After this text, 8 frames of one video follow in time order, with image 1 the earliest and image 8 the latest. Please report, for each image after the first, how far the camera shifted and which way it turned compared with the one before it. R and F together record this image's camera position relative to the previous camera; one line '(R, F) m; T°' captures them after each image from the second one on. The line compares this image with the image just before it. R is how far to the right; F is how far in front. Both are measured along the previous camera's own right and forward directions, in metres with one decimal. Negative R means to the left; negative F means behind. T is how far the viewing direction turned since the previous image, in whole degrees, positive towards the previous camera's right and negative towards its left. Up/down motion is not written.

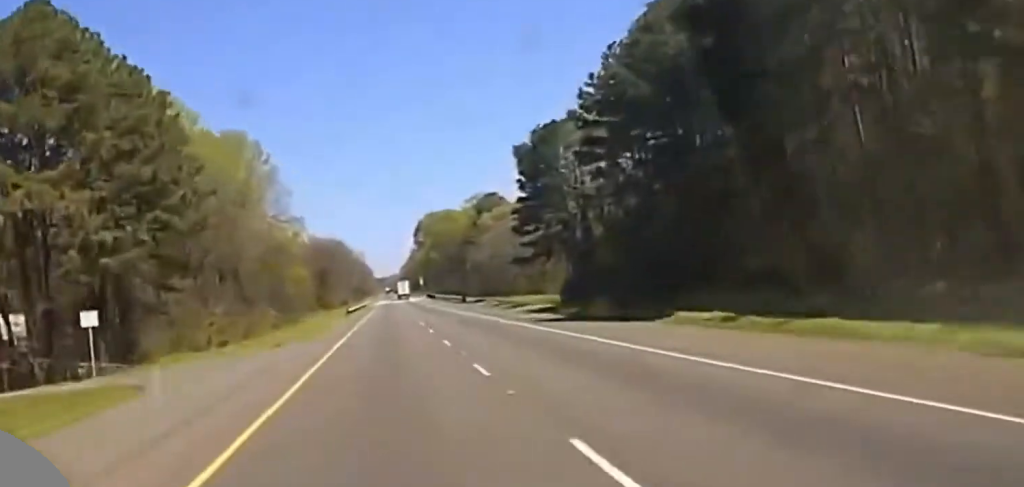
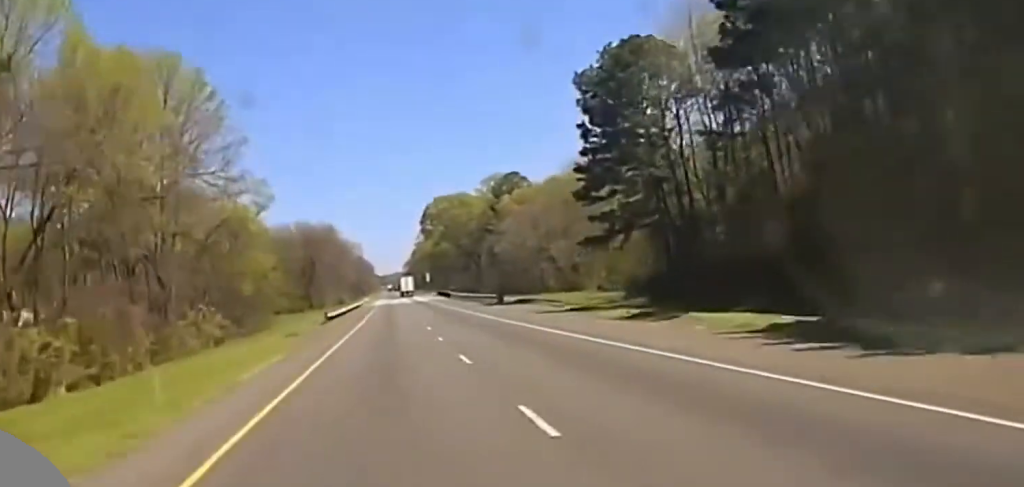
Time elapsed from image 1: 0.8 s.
(-0.2, +49.4) m; 0°
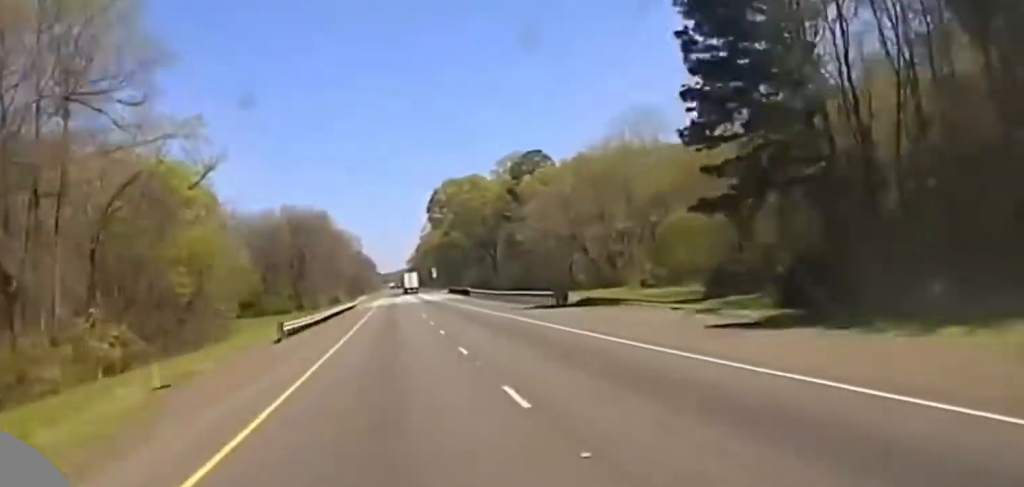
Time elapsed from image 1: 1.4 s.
(-0.1, +34.6) m; 0°
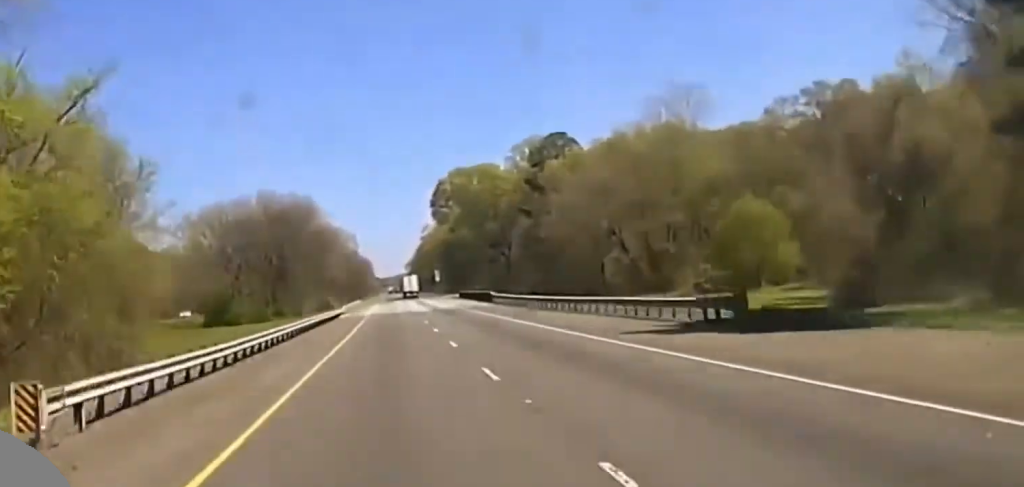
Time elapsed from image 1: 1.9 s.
(0.0, +28.1) m; 0°
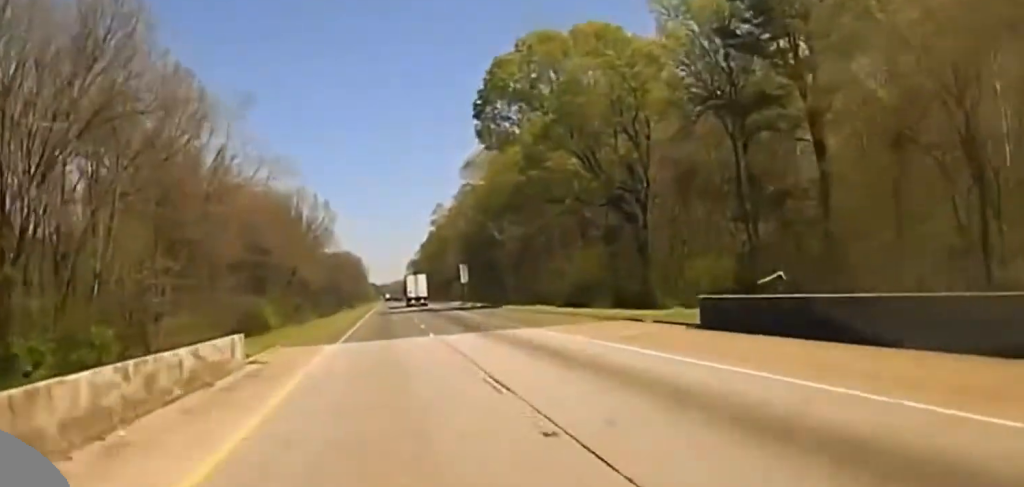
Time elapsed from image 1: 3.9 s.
(0.0, +108.8) m; 0°
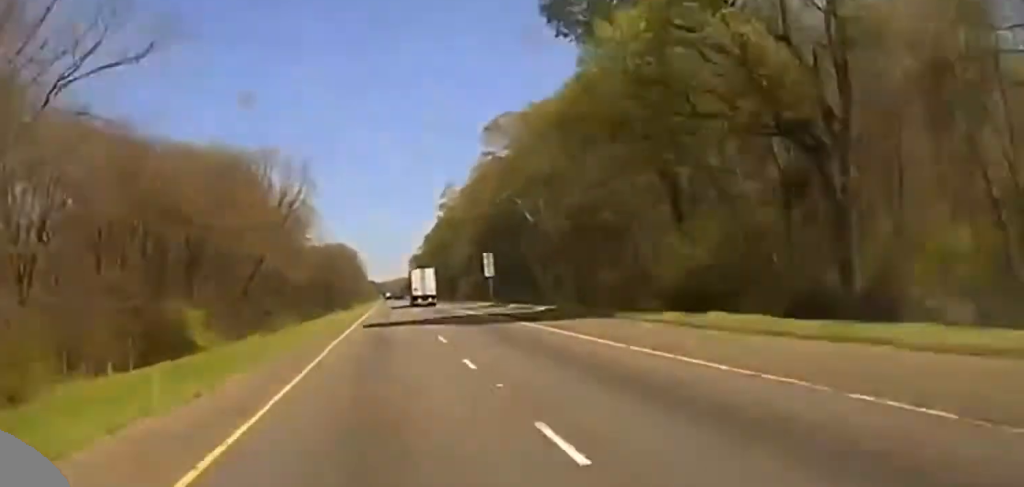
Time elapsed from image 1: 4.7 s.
(+0.1, +41.1) m; 0°
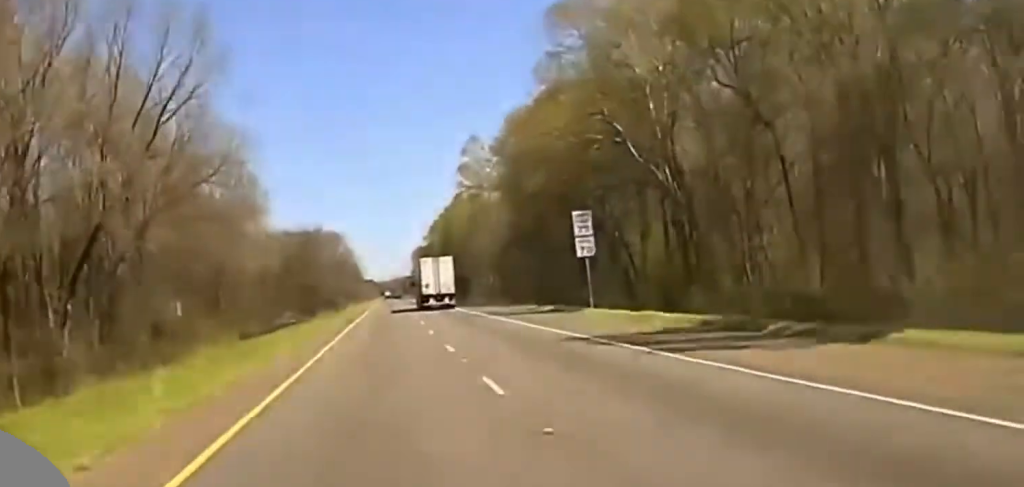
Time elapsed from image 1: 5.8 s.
(+0.1, +67.0) m; 0°
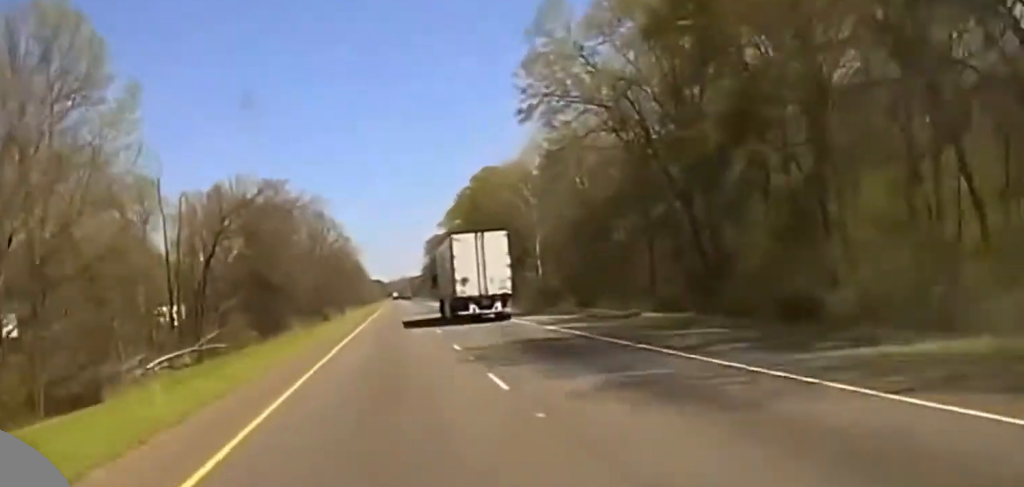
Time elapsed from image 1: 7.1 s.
(-0.3, +75.4) m; 0°
